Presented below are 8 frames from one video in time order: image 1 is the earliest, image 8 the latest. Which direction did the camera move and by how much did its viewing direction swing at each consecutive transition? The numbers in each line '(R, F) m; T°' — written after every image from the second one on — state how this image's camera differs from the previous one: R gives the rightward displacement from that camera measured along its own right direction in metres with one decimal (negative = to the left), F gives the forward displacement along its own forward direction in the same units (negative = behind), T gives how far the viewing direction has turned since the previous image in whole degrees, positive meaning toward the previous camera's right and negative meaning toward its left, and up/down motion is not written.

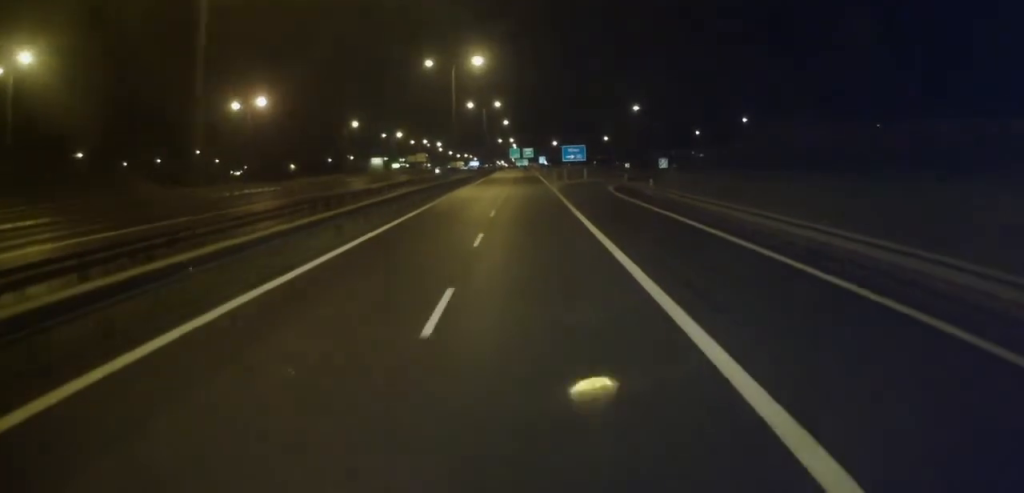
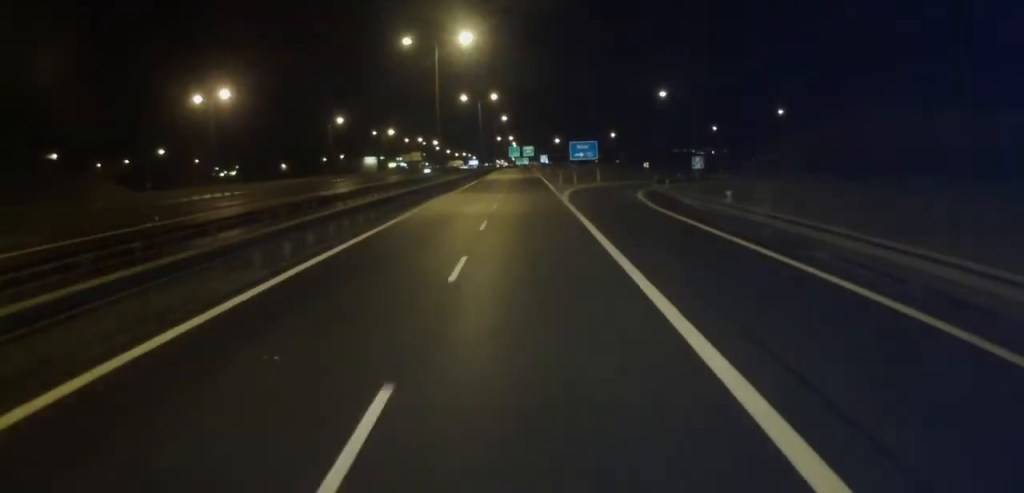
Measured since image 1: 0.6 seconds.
(0.0, +14.0) m; 0°
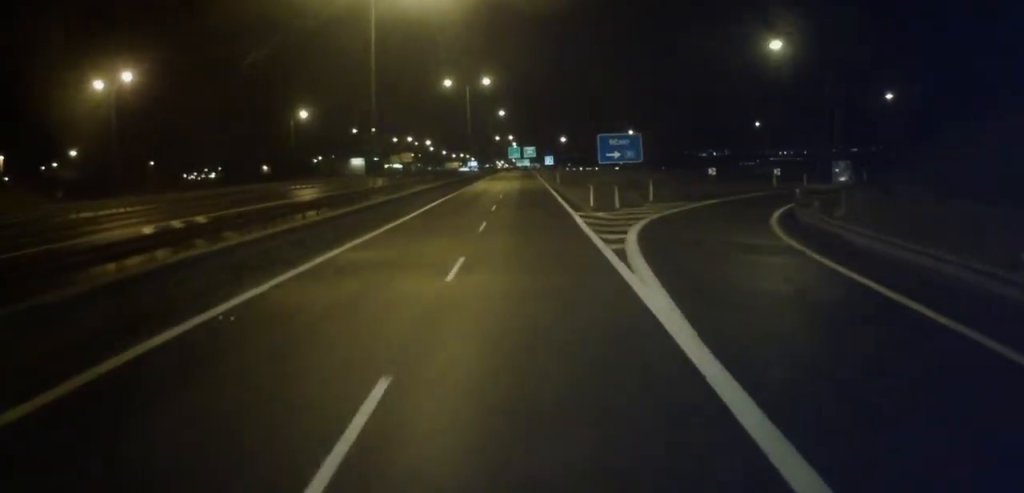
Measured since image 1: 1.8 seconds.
(-0.1, +26.2) m; 0°
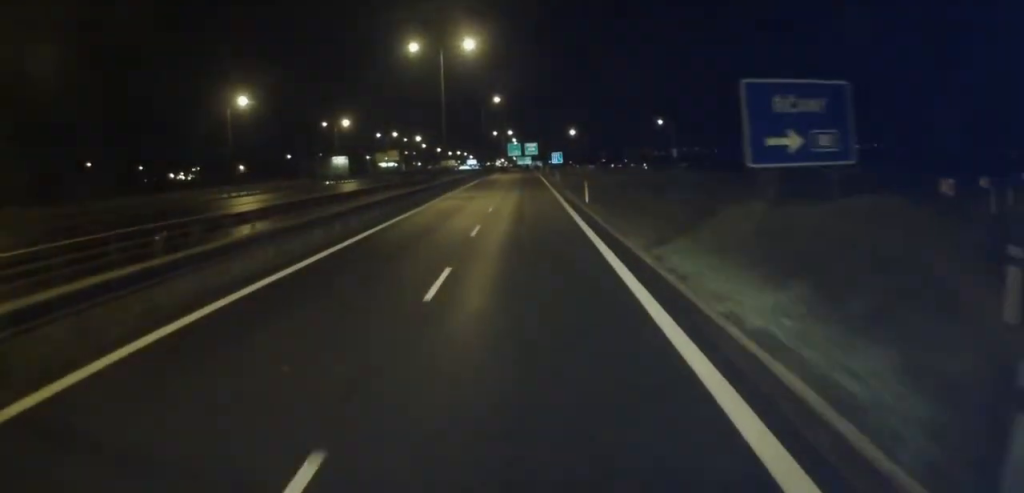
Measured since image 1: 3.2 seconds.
(+0.3, +29.0) m; +1°
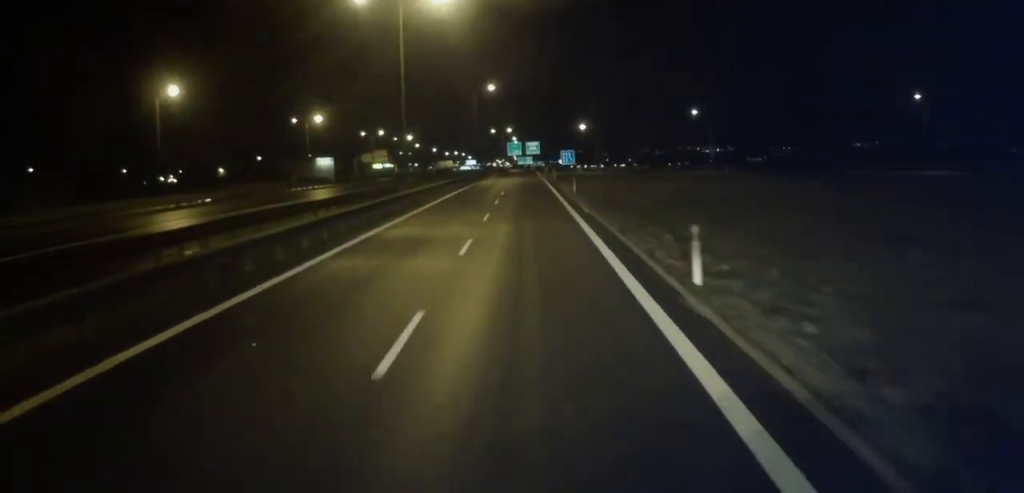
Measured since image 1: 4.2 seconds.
(0.0, +21.7) m; 0°
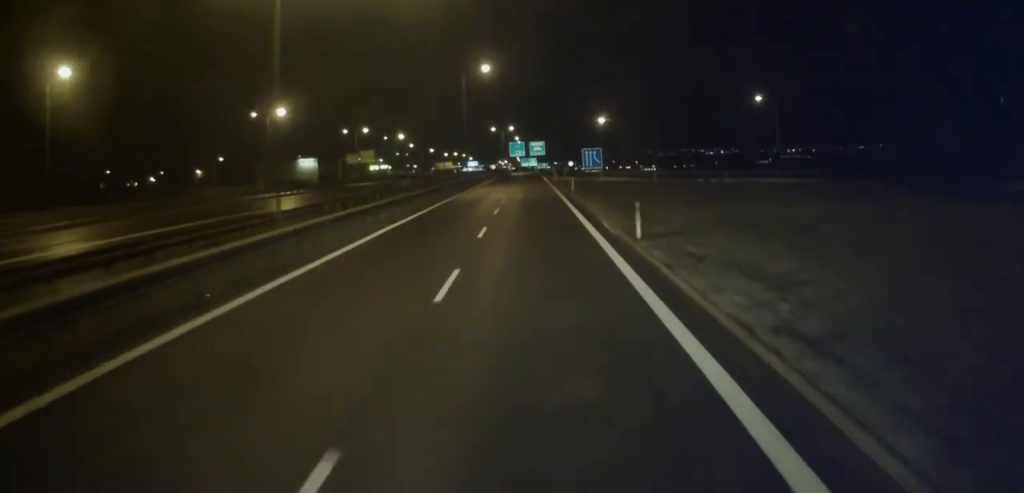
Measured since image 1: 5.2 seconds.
(0.0, +23.0) m; -1°
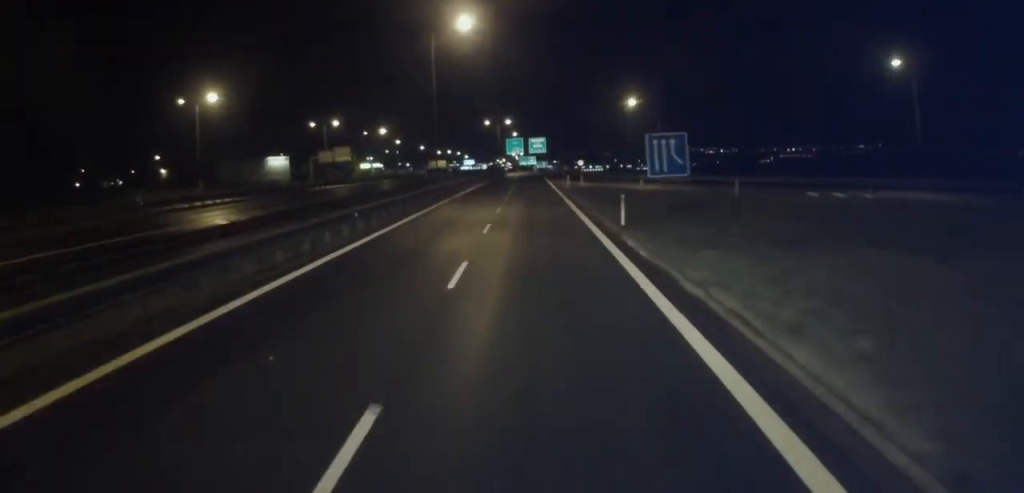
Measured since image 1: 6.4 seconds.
(-0.3, +25.8) m; 0°
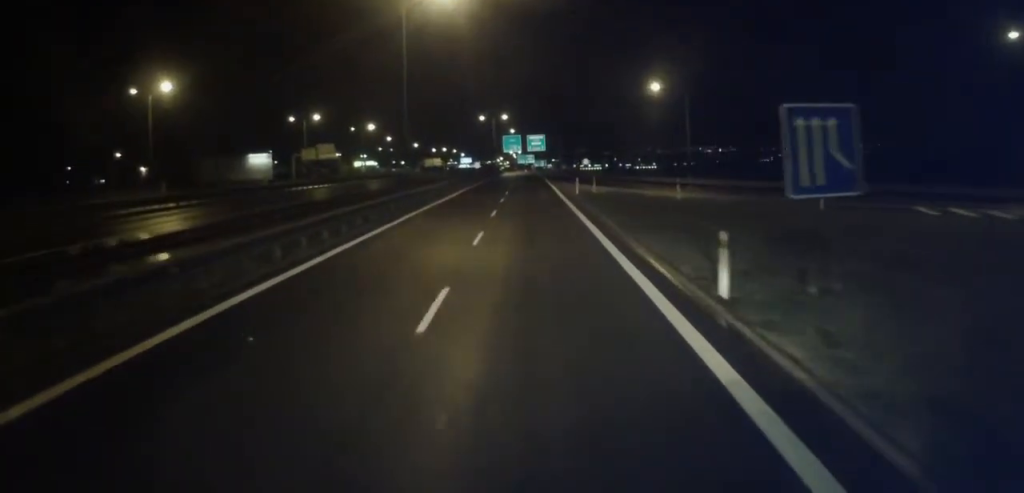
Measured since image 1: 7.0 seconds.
(+0.1, +12.1) m; 0°
